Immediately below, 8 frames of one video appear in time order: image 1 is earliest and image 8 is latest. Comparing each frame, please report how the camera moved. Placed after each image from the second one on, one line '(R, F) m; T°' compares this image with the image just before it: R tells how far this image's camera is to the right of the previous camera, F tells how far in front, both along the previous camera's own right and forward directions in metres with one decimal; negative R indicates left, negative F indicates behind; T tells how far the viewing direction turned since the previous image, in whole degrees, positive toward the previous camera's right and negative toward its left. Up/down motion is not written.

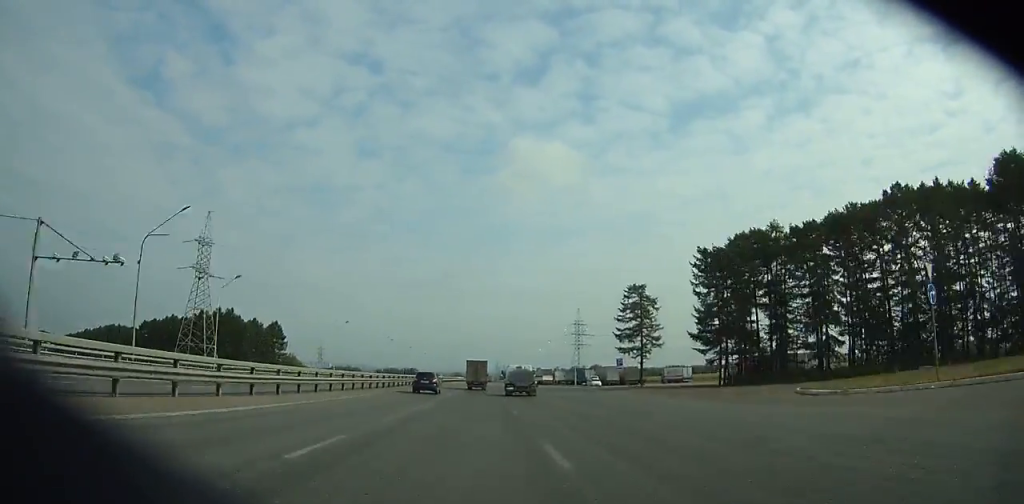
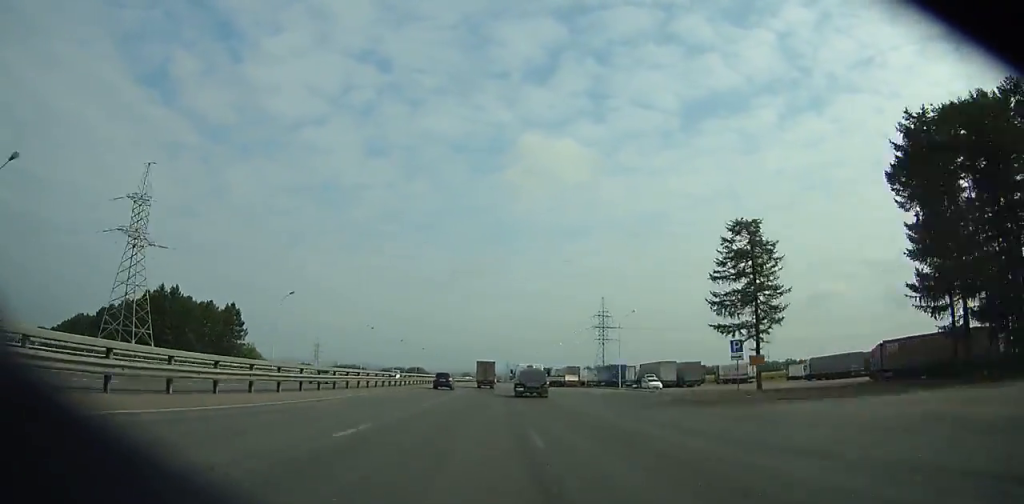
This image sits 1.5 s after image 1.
(+0.1, +33.2) m; 0°
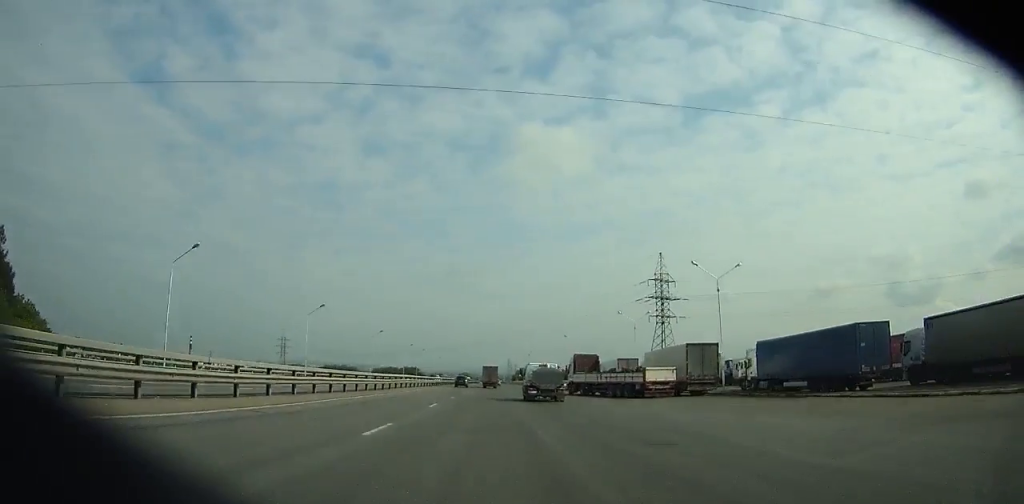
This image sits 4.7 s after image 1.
(-0.2, +71.0) m; 0°
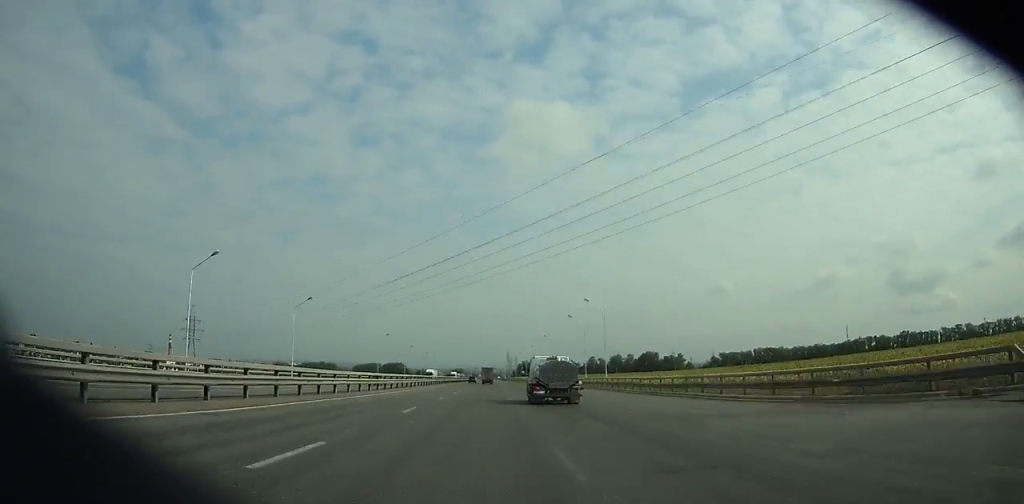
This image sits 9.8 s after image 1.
(-0.1, +112.7) m; -1°
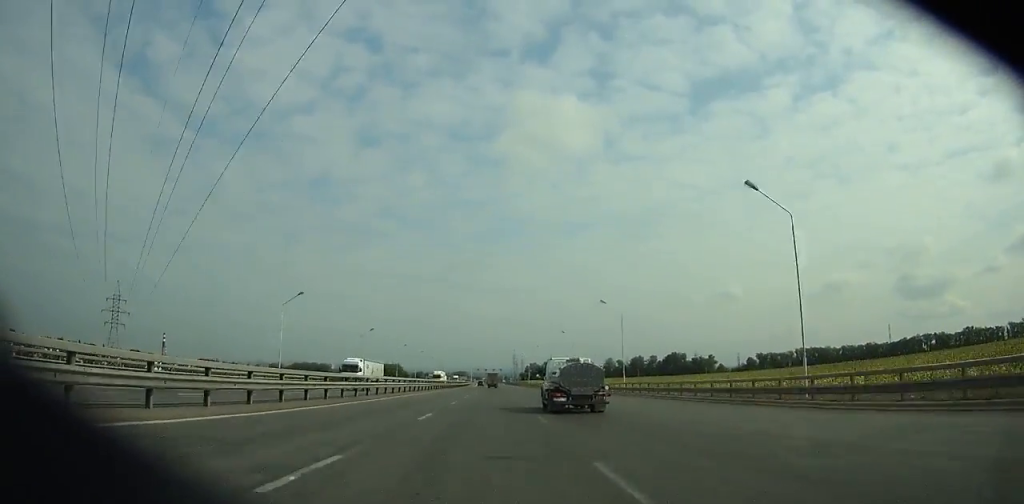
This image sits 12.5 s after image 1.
(-0.4, +58.8) m; 0°
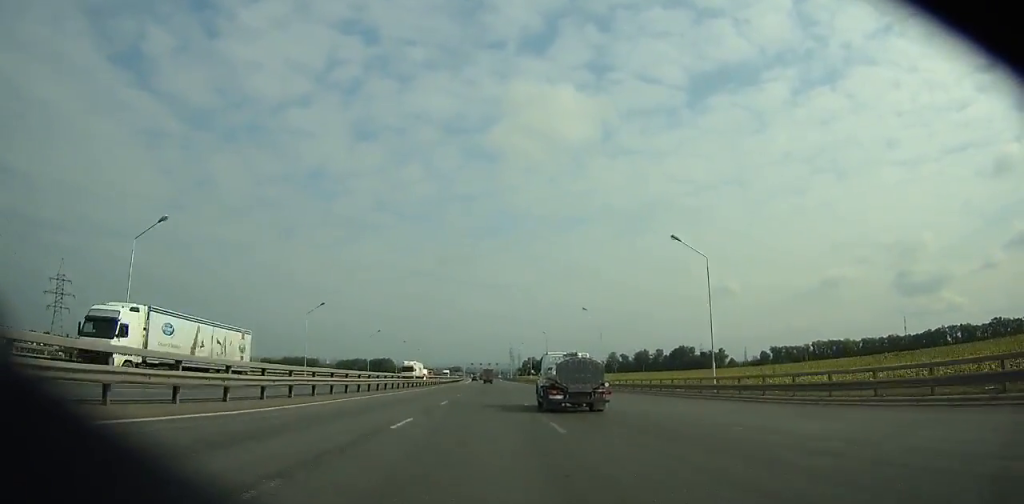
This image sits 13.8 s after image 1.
(0.0, +28.0) m; 0°
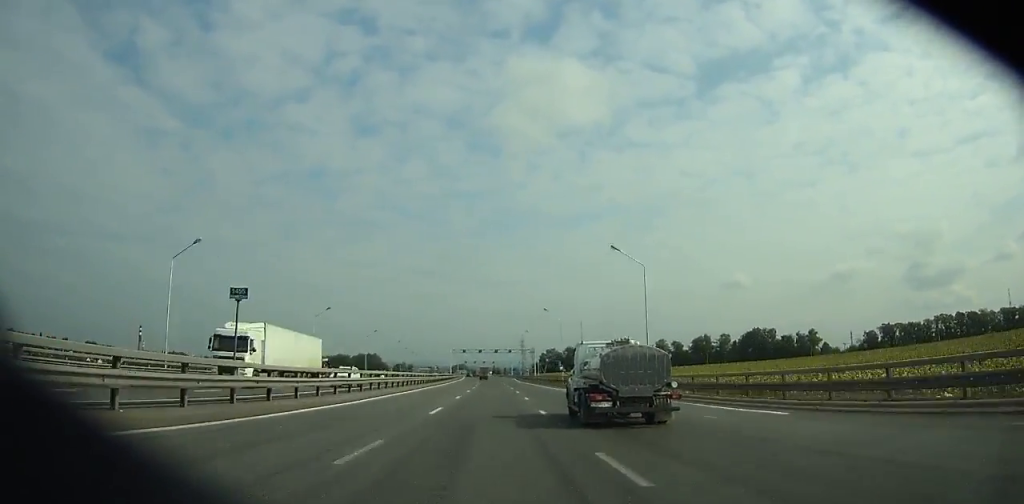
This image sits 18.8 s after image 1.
(+0.5, +106.8) m; -4°
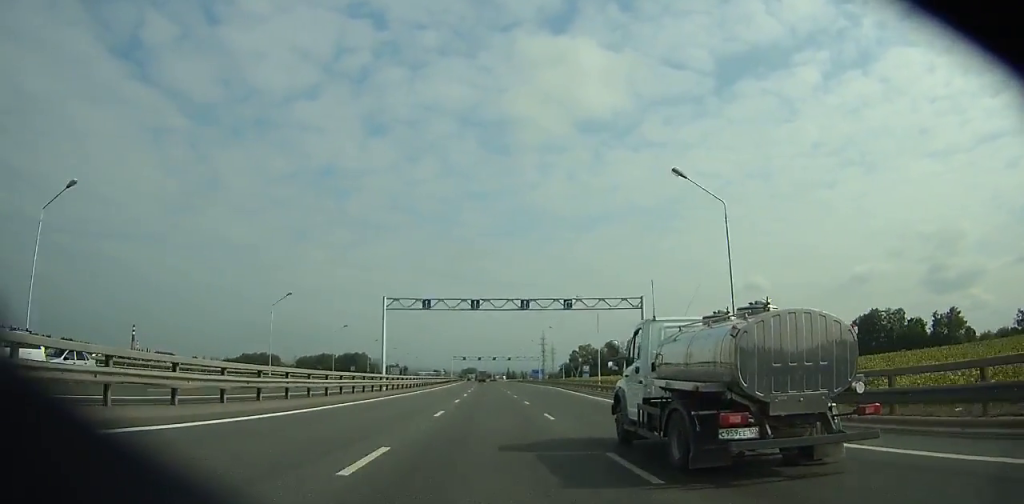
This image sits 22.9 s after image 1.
(-0.9, +89.8) m; +5°
